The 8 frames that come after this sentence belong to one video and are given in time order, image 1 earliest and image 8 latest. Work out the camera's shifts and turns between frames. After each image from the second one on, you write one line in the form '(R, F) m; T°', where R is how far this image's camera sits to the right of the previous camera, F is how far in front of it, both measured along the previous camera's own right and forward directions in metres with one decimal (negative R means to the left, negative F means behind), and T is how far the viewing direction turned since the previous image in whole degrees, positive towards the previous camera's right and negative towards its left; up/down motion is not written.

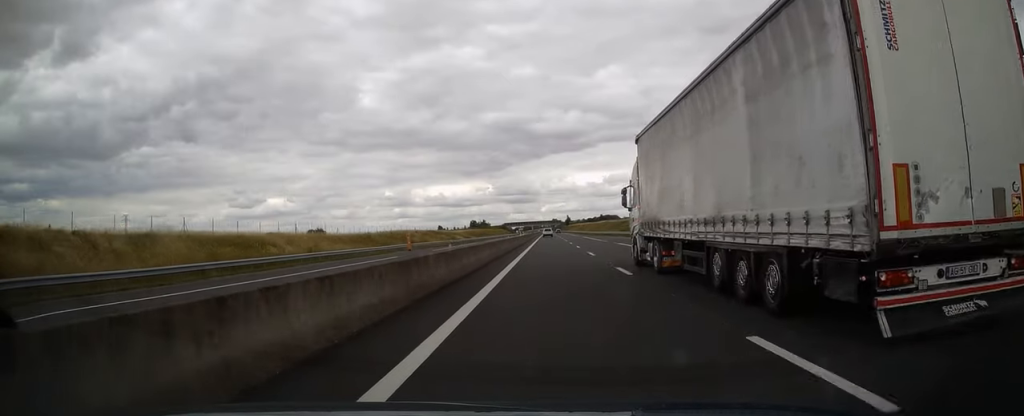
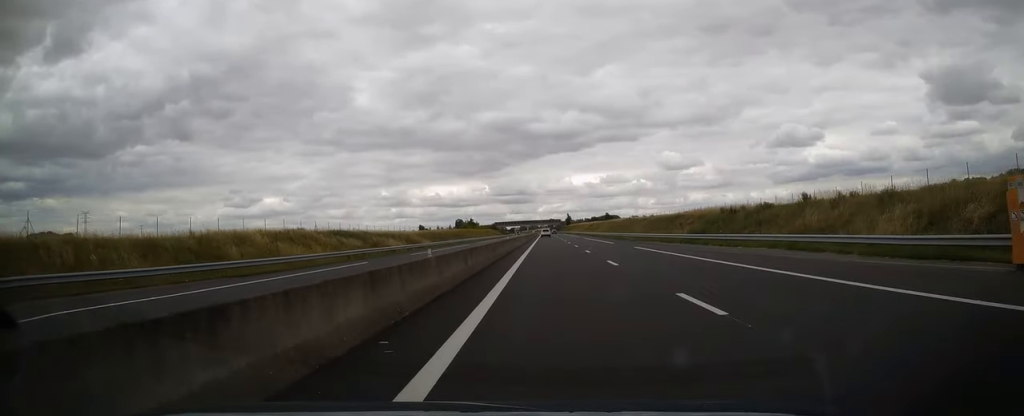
(0.0, +59.8) m; 0°
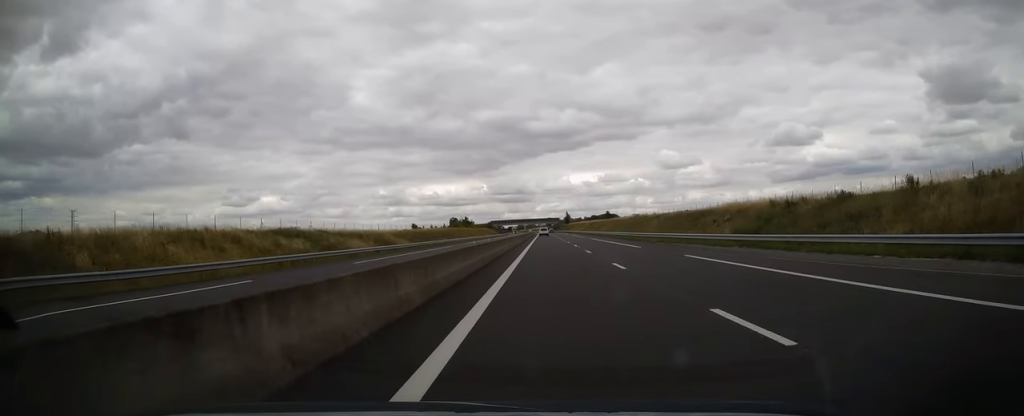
(0.0, +15.5) m; 0°
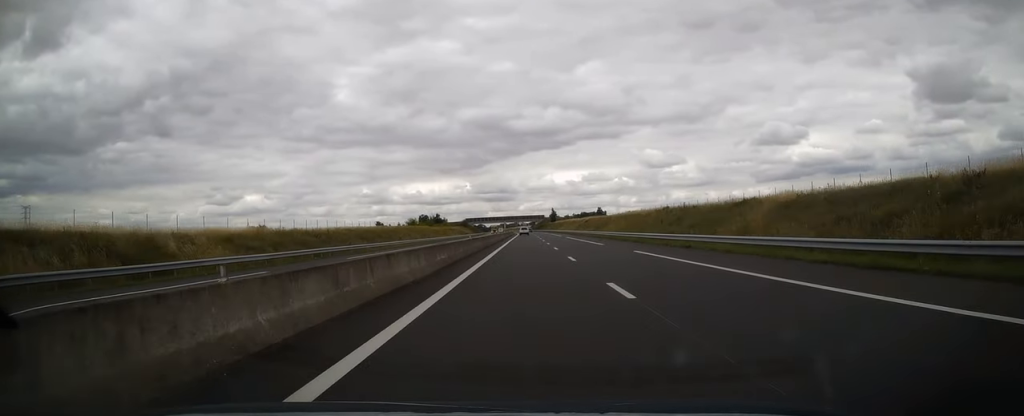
(+0.7, +47.3) m; +2°
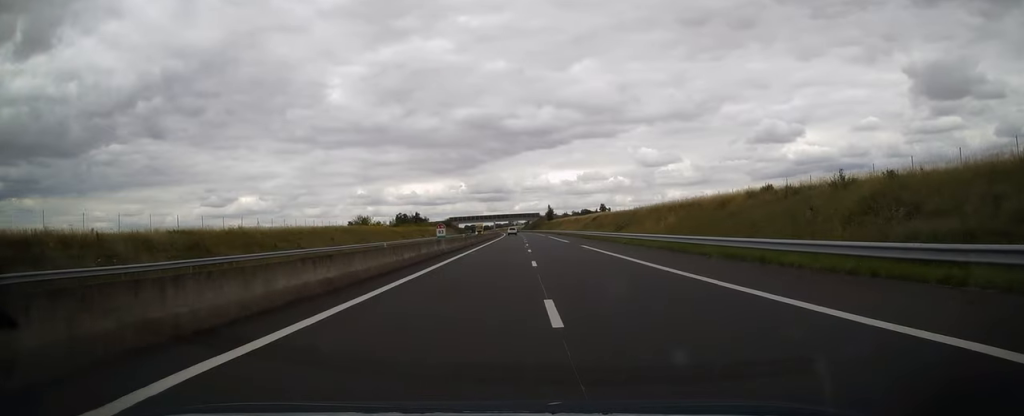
(+0.3, +42.0) m; 0°
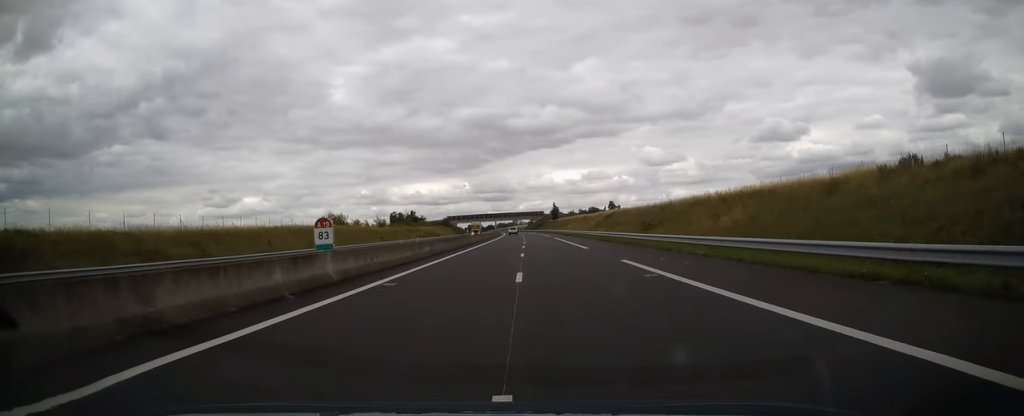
(-0.1, +19.1) m; 0°
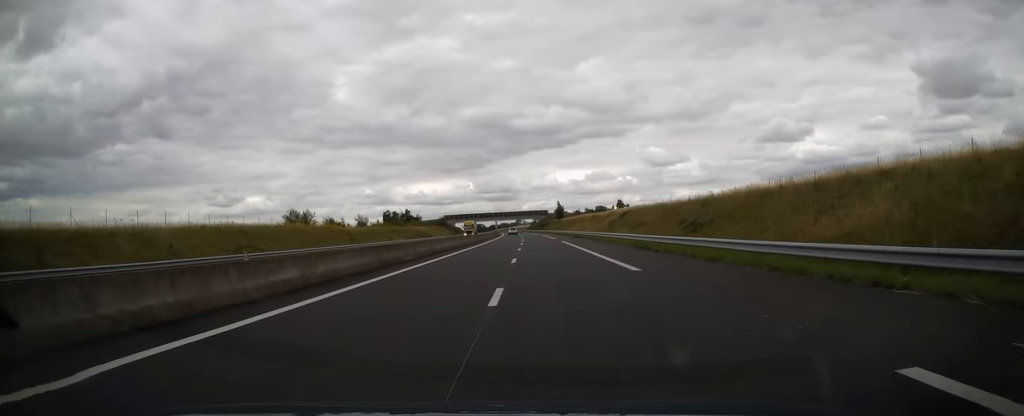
(-0.1, +17.4) m; 0°
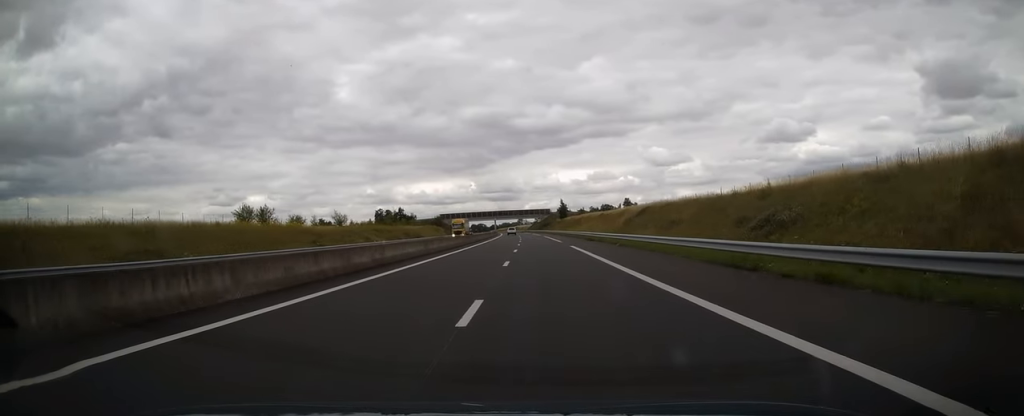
(+0.1, +15.0) m; 0°
